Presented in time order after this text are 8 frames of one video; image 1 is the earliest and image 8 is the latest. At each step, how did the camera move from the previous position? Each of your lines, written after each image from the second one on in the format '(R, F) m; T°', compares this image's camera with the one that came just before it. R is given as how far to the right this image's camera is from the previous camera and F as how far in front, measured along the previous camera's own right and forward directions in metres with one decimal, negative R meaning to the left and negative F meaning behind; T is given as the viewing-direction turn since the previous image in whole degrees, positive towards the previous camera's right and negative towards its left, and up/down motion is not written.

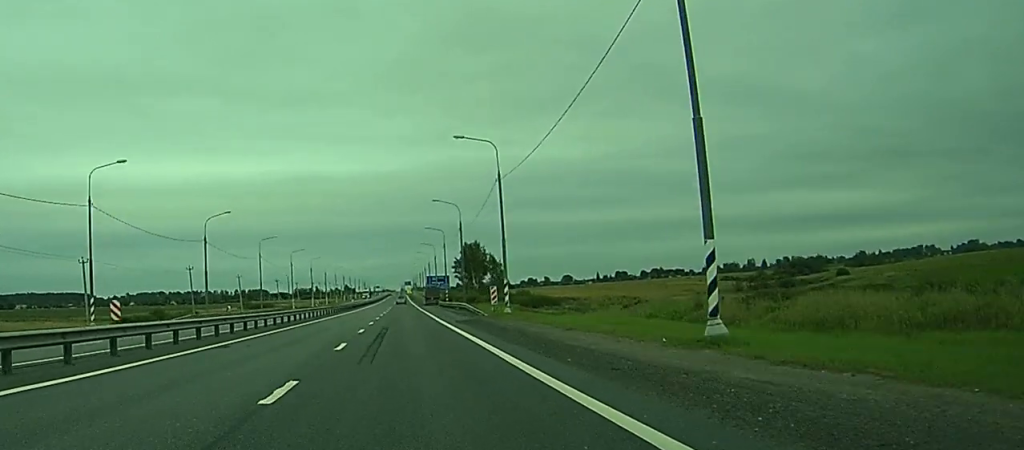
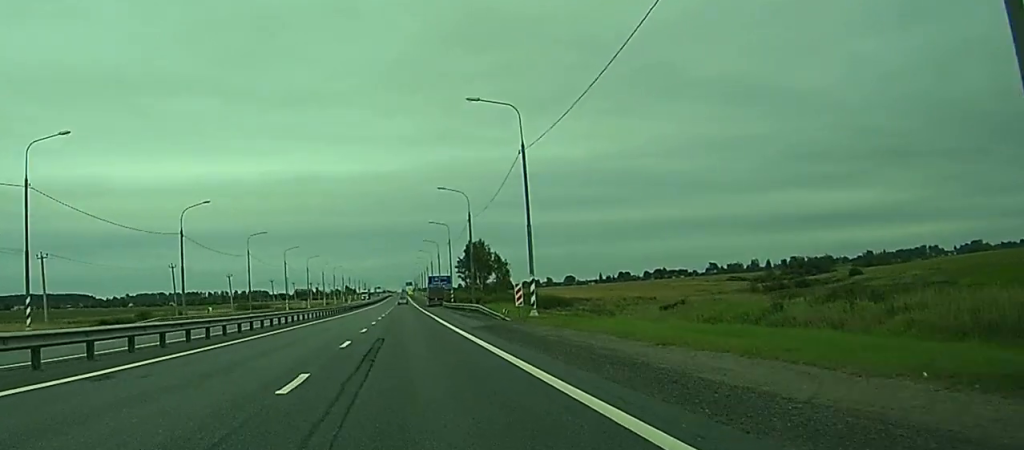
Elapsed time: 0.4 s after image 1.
(0.0, +10.7) m; 0°
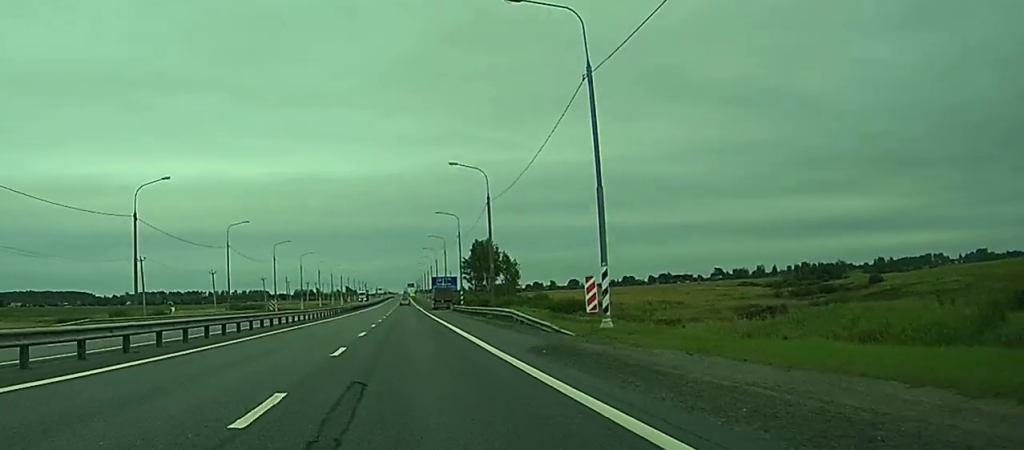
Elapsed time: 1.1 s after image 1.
(0.0, +15.6) m; 0°
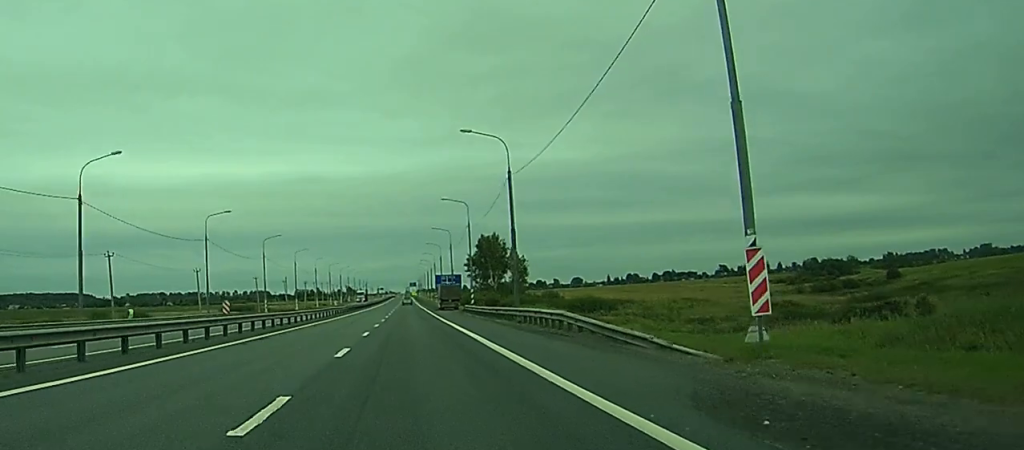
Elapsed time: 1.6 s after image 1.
(0.0, +12.3) m; 0°
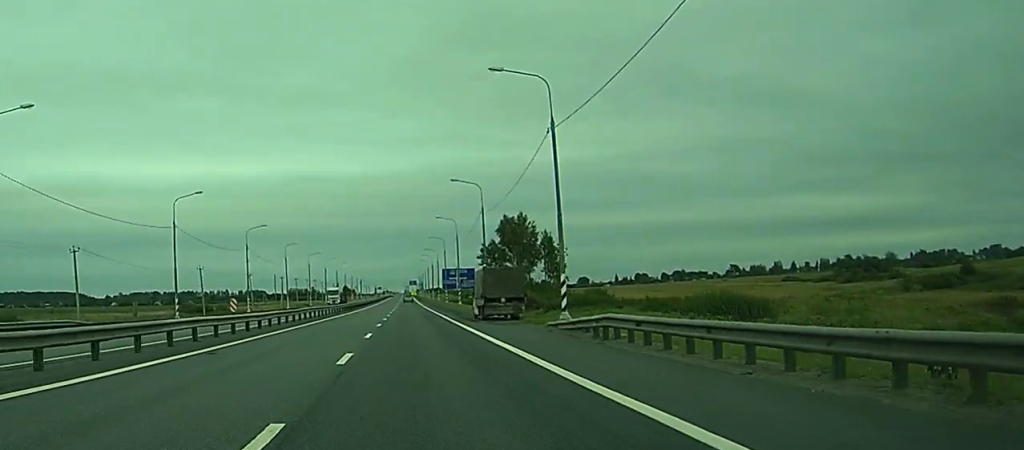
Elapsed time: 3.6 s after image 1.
(-0.3, +49.8) m; 0°
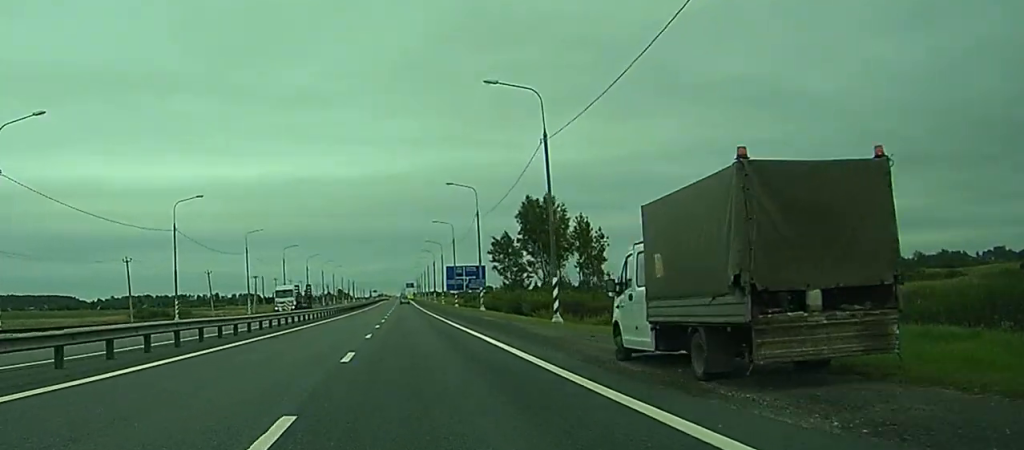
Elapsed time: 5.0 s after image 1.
(+0.1, +34.4) m; +1°
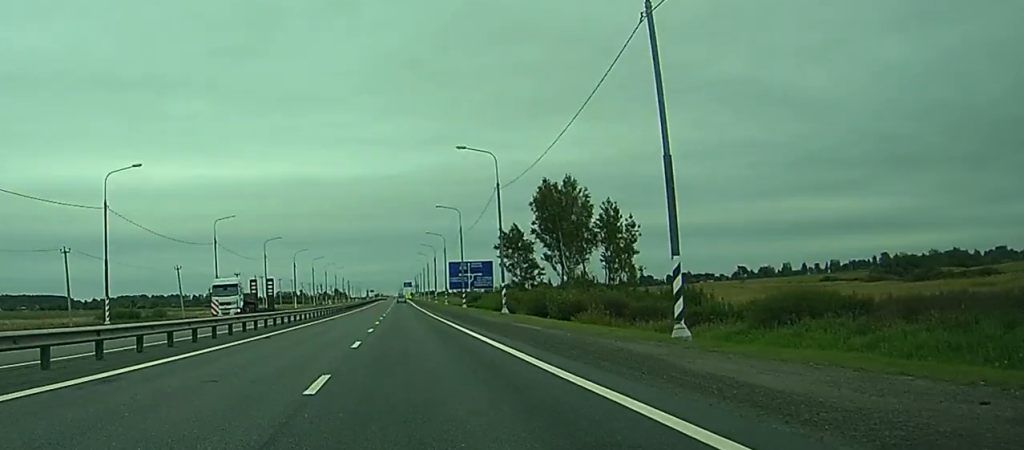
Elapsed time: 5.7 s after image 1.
(+0.1, +18.1) m; 0°
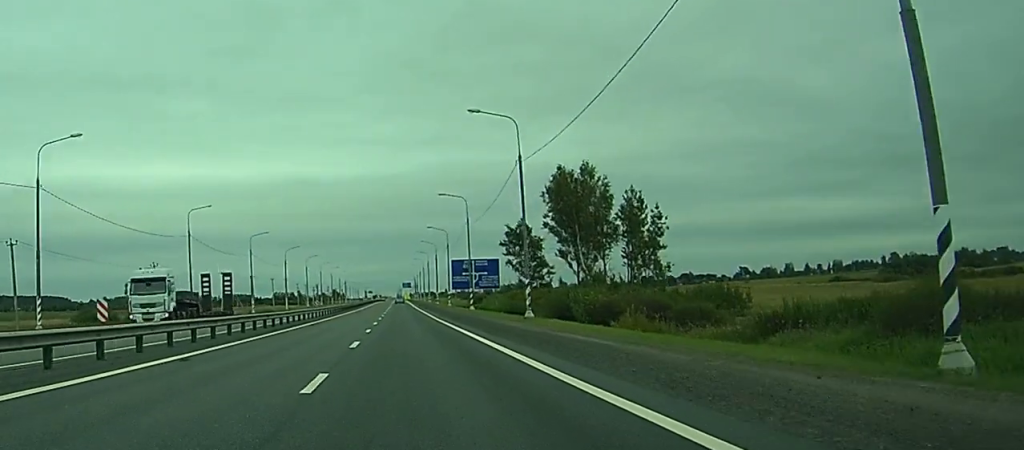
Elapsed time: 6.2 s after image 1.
(+0.1, +11.6) m; 0°
